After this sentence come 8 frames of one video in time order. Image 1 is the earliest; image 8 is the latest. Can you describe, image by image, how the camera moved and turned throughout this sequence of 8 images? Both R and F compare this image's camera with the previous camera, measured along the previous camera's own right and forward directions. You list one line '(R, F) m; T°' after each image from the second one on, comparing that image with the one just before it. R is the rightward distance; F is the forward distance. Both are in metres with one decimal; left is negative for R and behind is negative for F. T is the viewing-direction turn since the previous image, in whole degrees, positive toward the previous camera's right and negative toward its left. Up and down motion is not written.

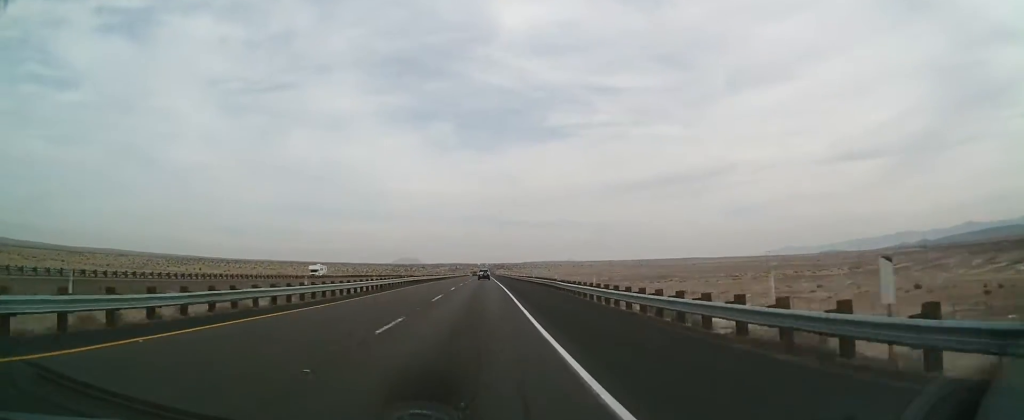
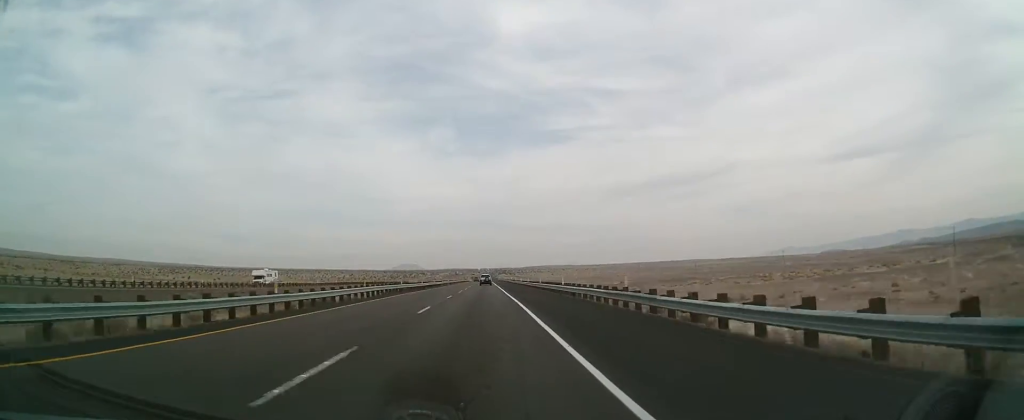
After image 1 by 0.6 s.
(+0.2, +21.9) m; 0°
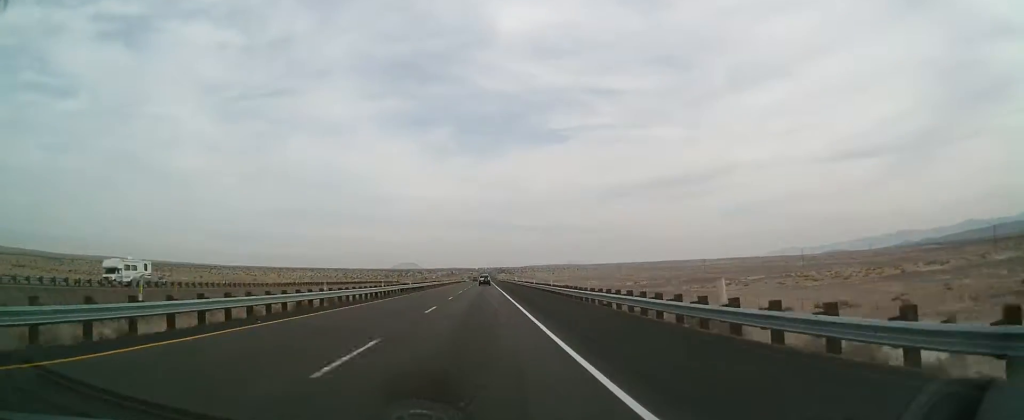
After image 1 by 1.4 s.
(-0.1, +27.5) m; 0°
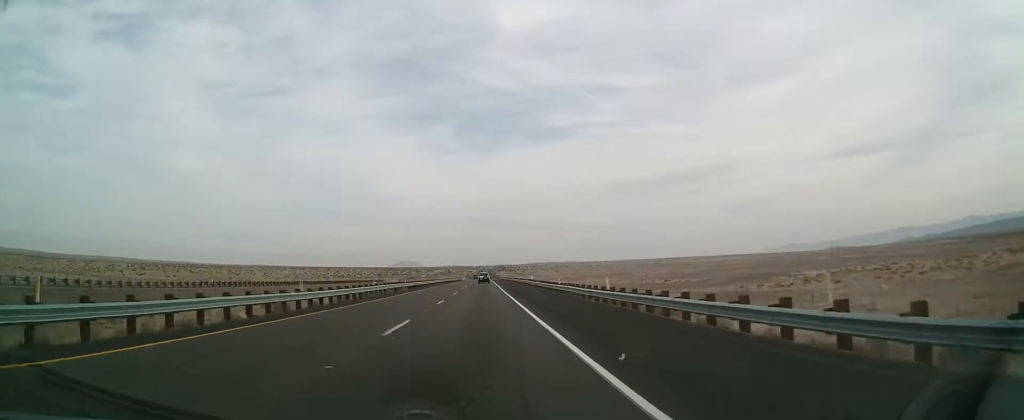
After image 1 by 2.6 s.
(+0.1, +38.7) m; 0°
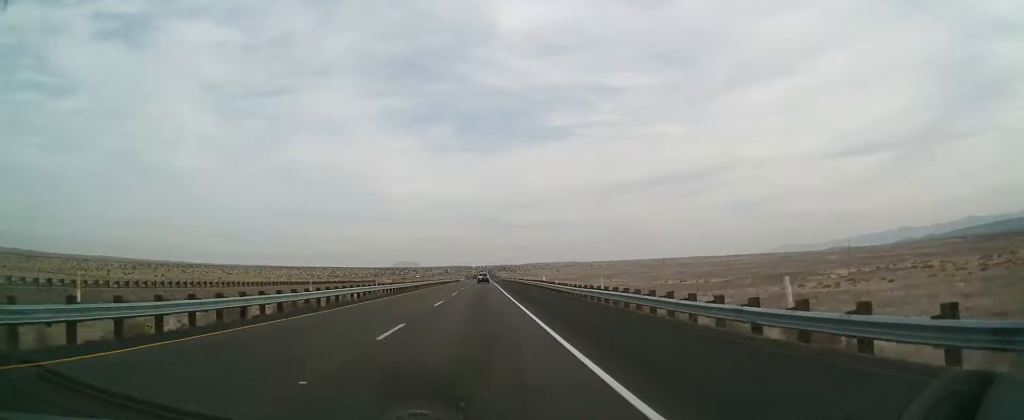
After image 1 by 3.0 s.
(+0.1, +15.8) m; 0°
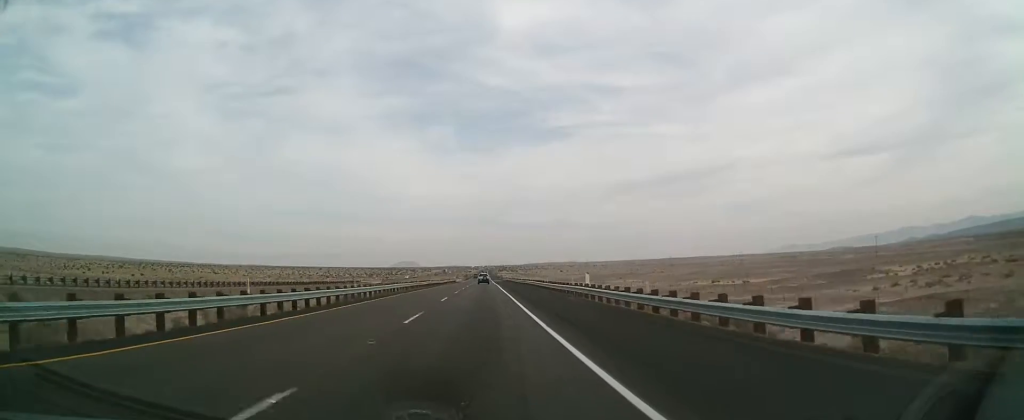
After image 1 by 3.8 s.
(-0.2, +24.8) m; 0°
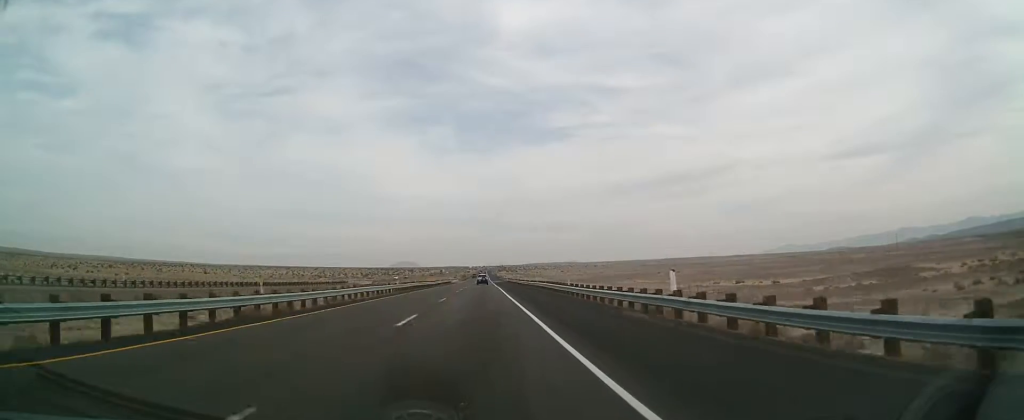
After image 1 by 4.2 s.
(0.0, +15.8) m; 0°
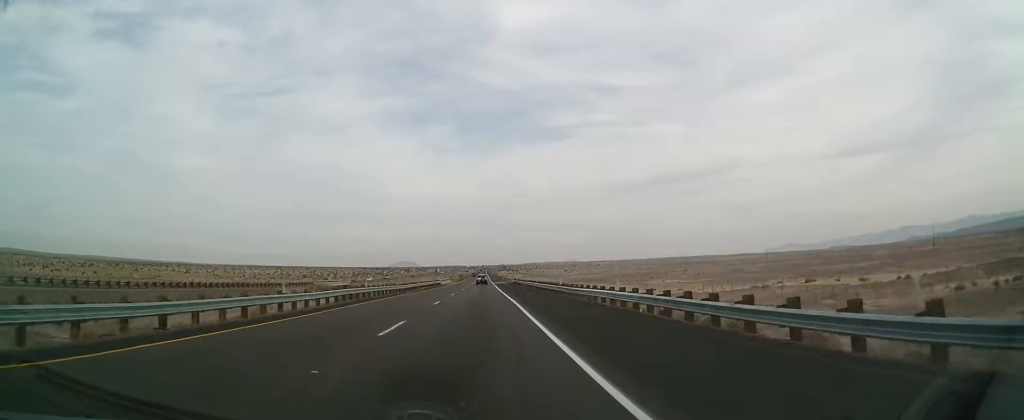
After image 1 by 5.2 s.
(+0.1, +31.5) m; 0°
